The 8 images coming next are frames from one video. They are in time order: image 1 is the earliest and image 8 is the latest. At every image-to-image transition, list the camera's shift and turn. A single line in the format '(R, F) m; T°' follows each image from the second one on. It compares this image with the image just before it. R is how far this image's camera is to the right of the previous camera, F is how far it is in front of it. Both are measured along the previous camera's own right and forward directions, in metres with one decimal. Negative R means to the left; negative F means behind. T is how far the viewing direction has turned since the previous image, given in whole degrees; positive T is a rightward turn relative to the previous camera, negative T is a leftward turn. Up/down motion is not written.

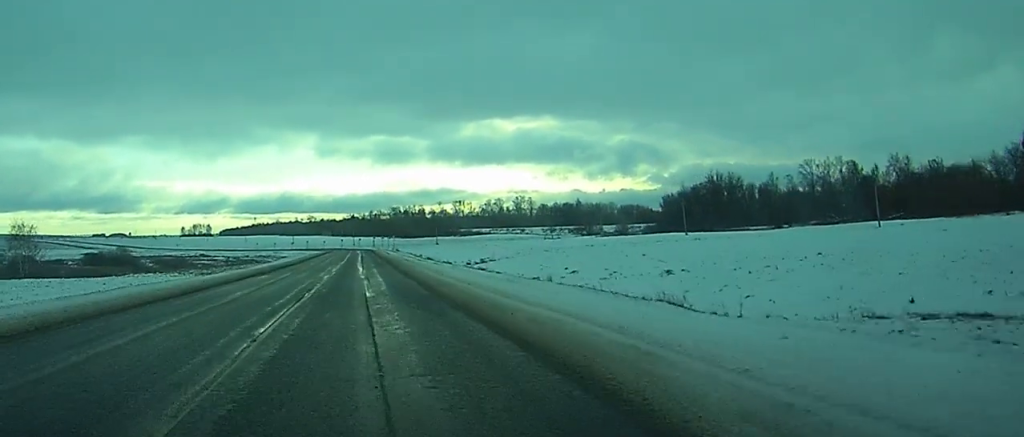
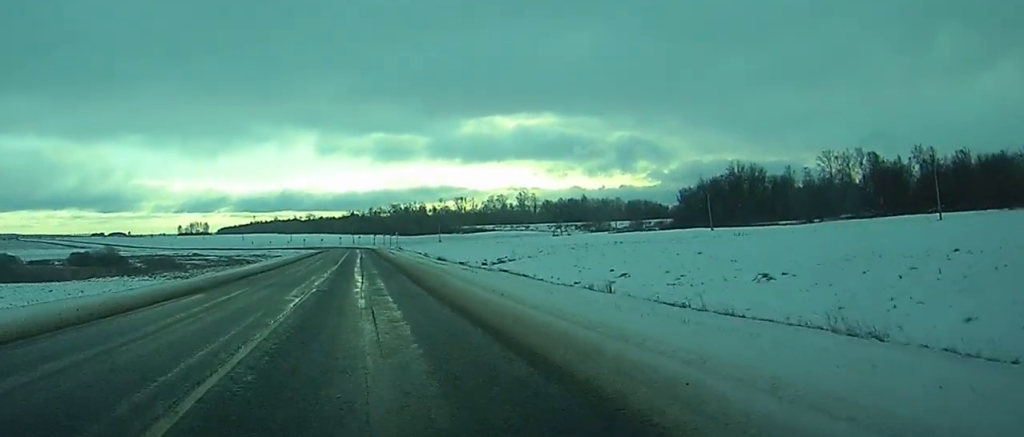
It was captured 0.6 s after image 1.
(0.0, +16.5) m; 0°
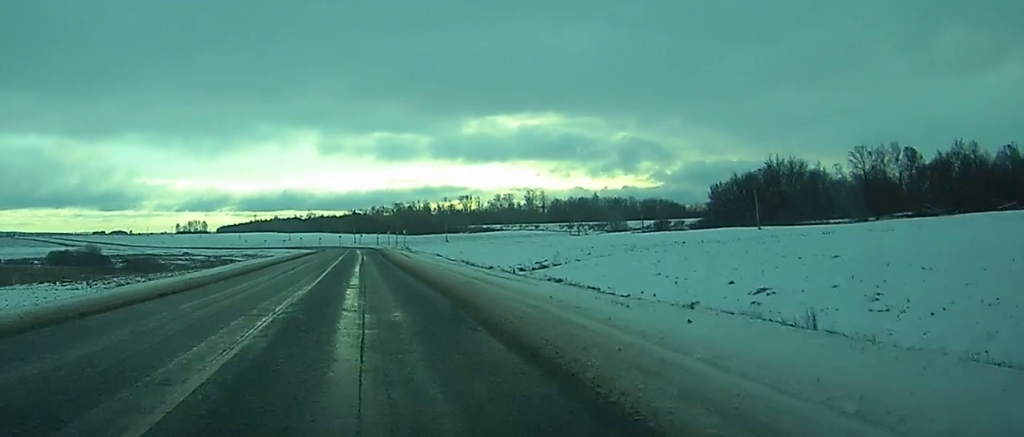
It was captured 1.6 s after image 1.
(+0.1, +24.1) m; 0°
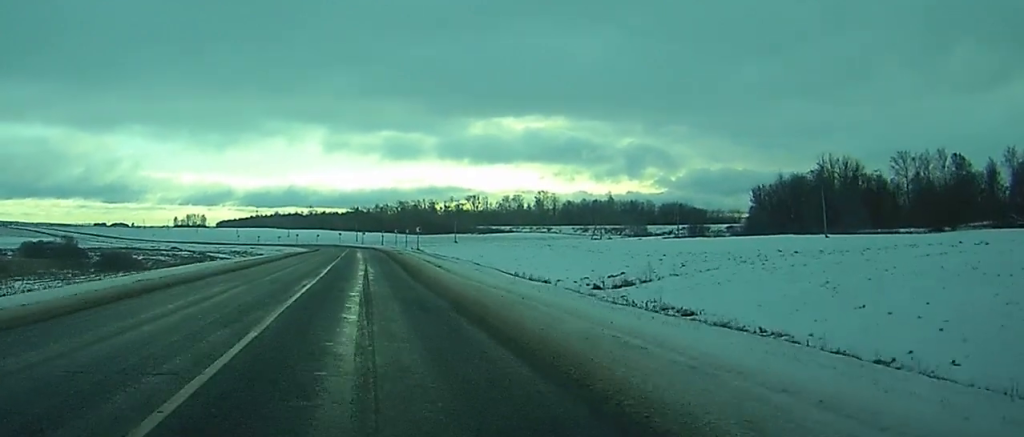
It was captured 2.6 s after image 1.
(-0.1, +26.2) m; 0°
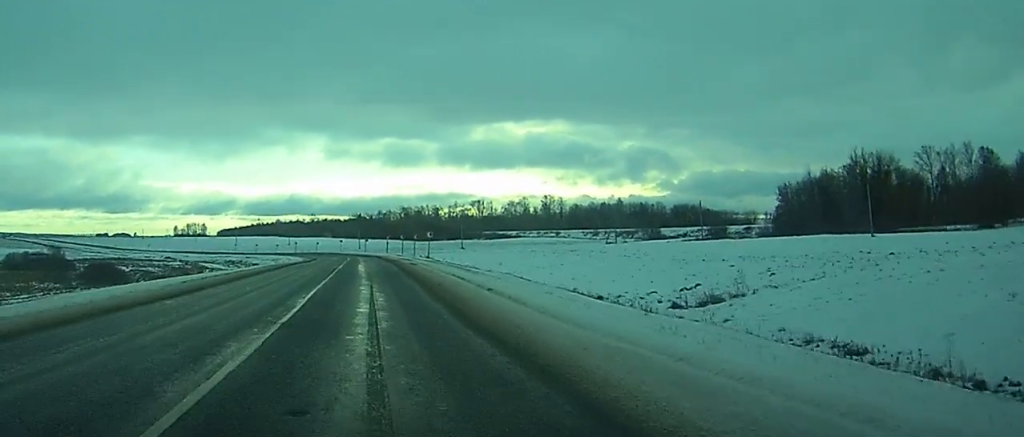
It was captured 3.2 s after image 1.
(0.0, +14.2) m; 0°
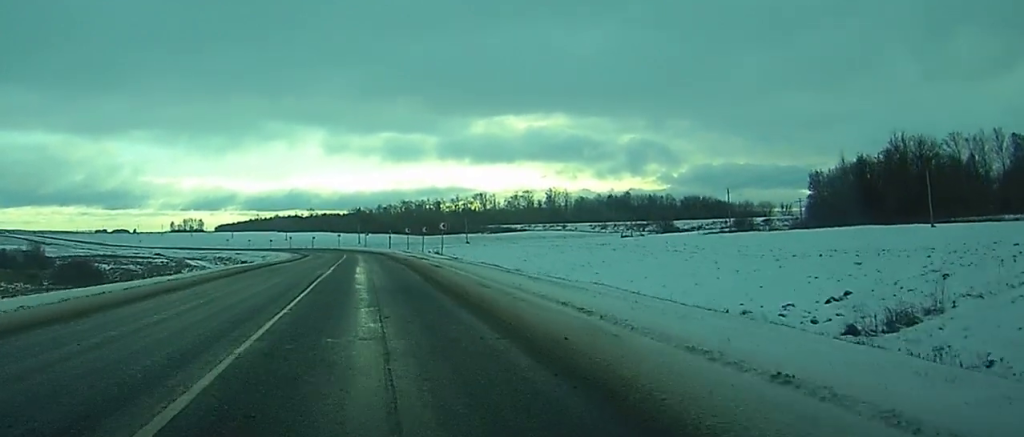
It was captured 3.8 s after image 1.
(0.0, +16.5) m; 0°
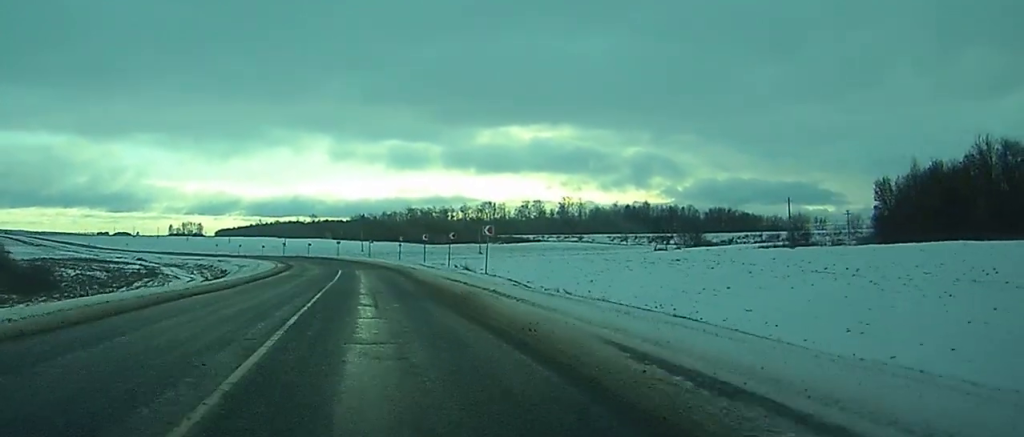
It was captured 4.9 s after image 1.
(-0.1, +26.7) m; 0°
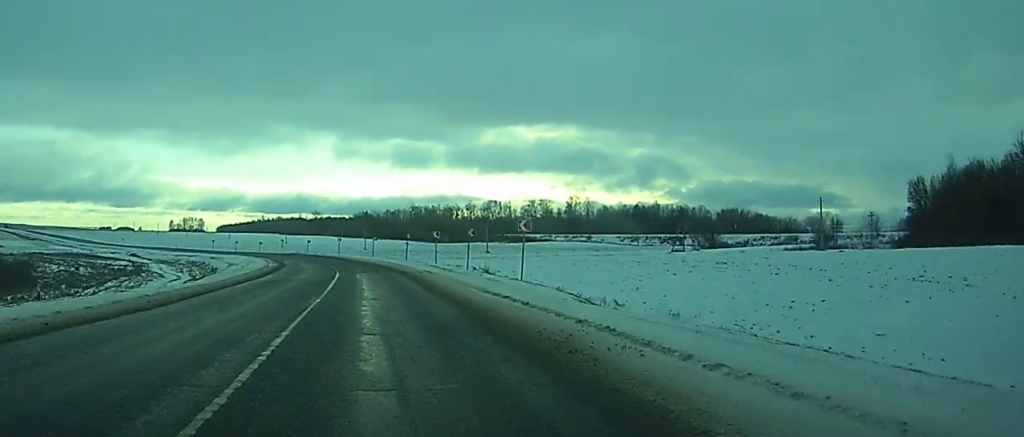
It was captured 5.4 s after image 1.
(0.0, +11.1) m; 0°
